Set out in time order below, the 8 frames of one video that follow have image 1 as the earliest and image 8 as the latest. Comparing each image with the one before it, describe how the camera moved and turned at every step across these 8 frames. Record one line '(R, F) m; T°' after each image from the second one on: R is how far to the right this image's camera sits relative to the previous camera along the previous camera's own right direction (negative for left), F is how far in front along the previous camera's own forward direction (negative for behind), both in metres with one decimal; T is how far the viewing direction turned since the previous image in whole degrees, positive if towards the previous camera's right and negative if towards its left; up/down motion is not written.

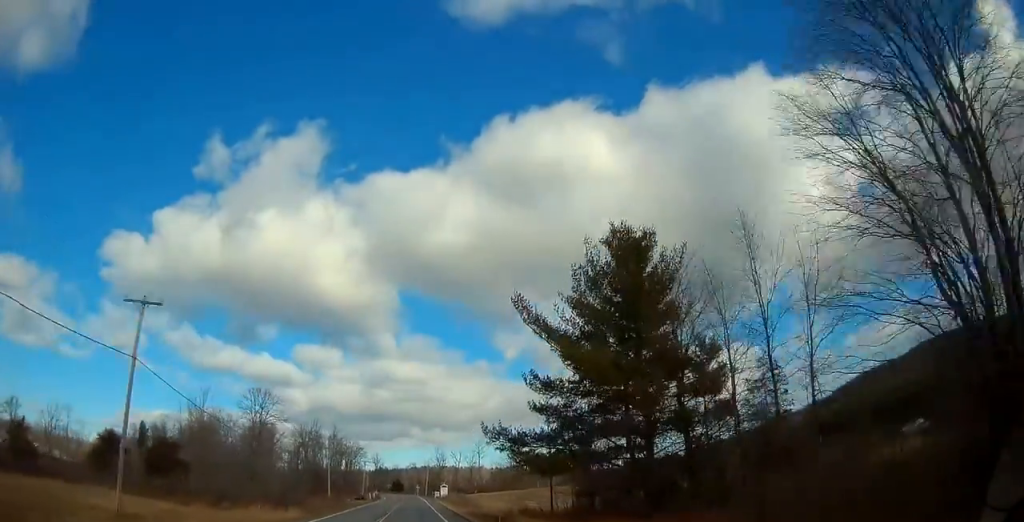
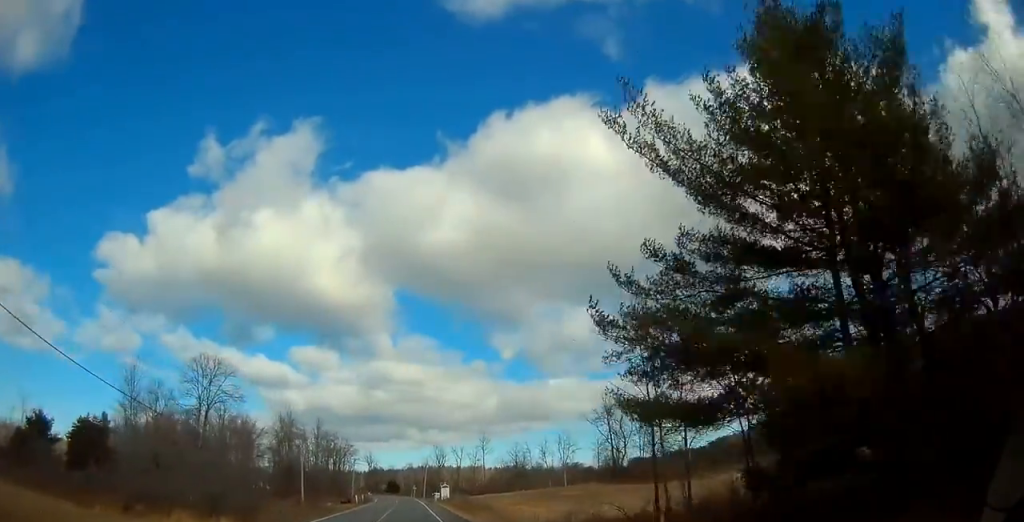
(+0.1, +20.1) m; 0°
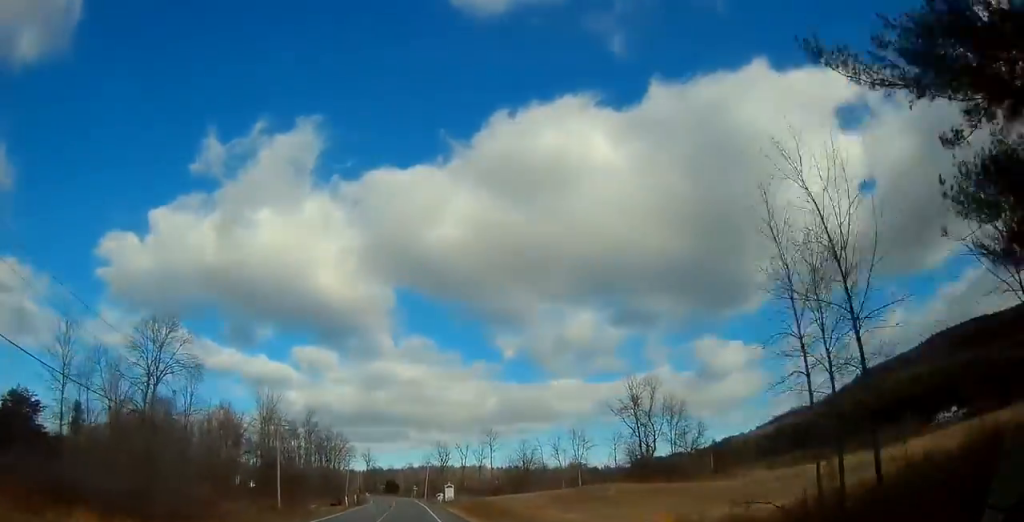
(+0.1, +13.4) m; 0°
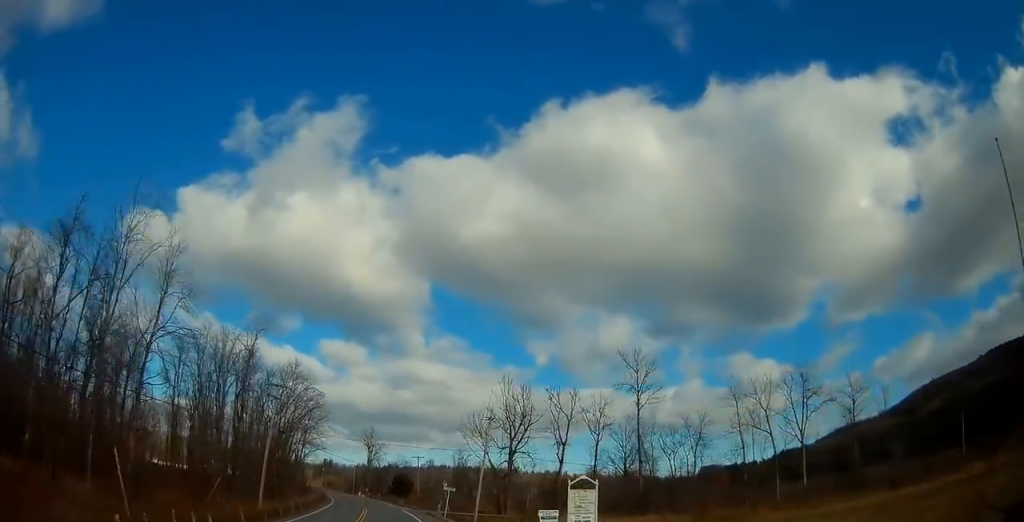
(-1.2, +83.0) m; -2°
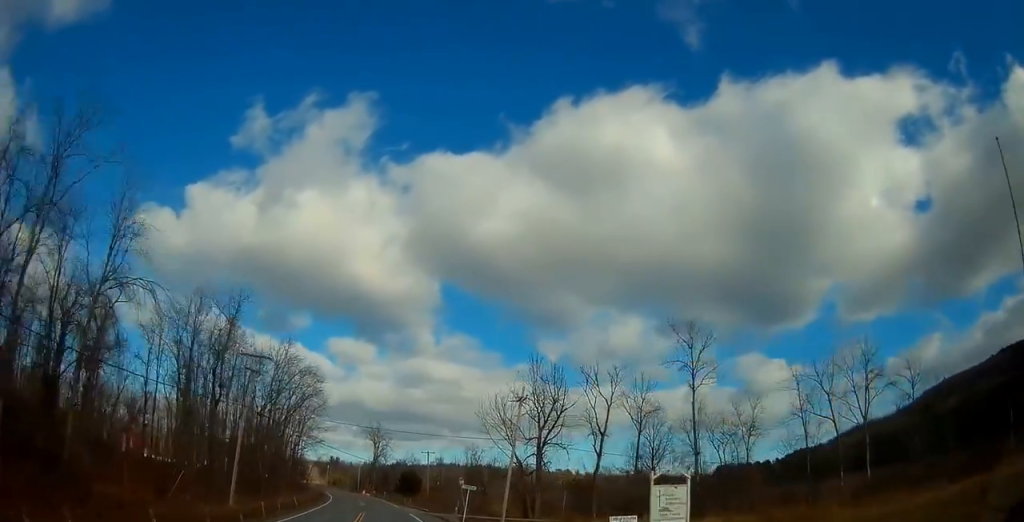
(0.0, +10.1) m; -1°
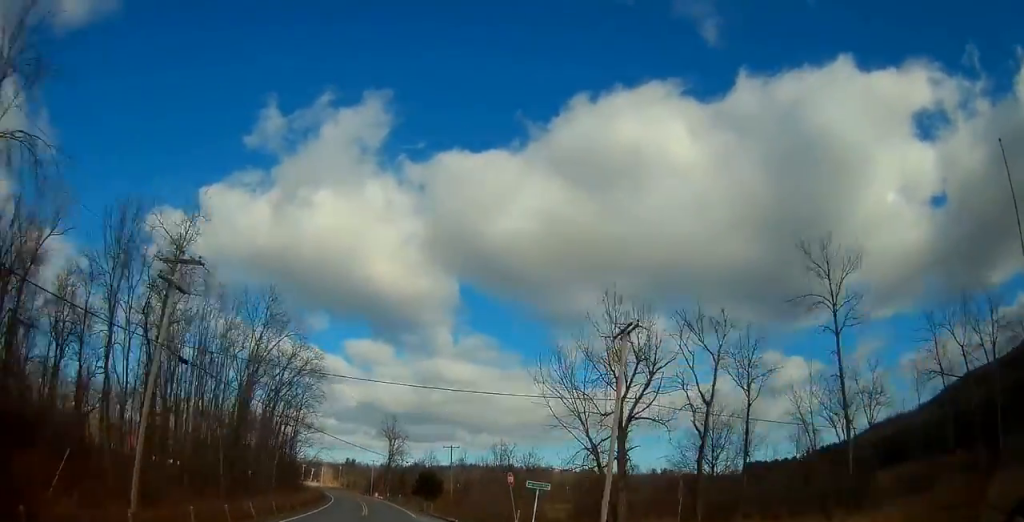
(-0.2, +16.8) m; -2°
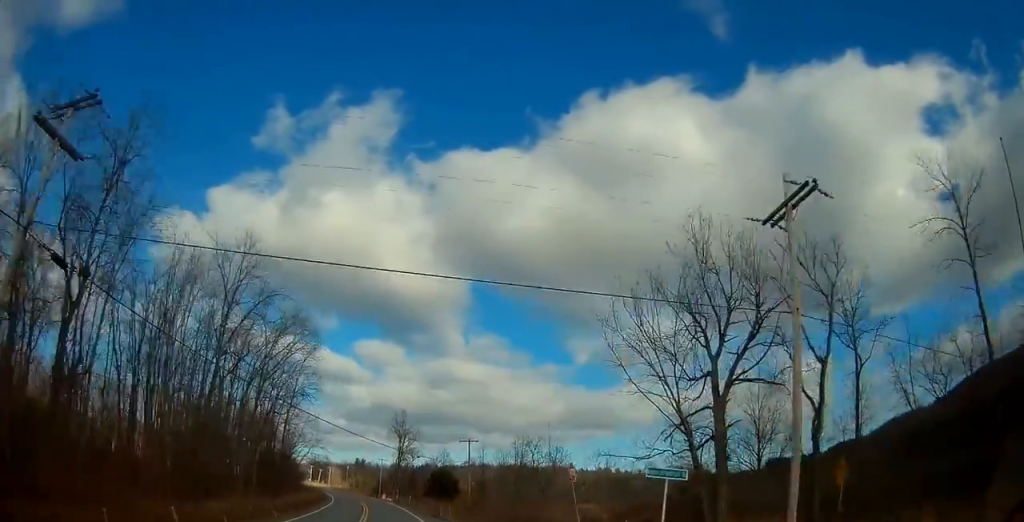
(0.0, +10.9) m; -1°
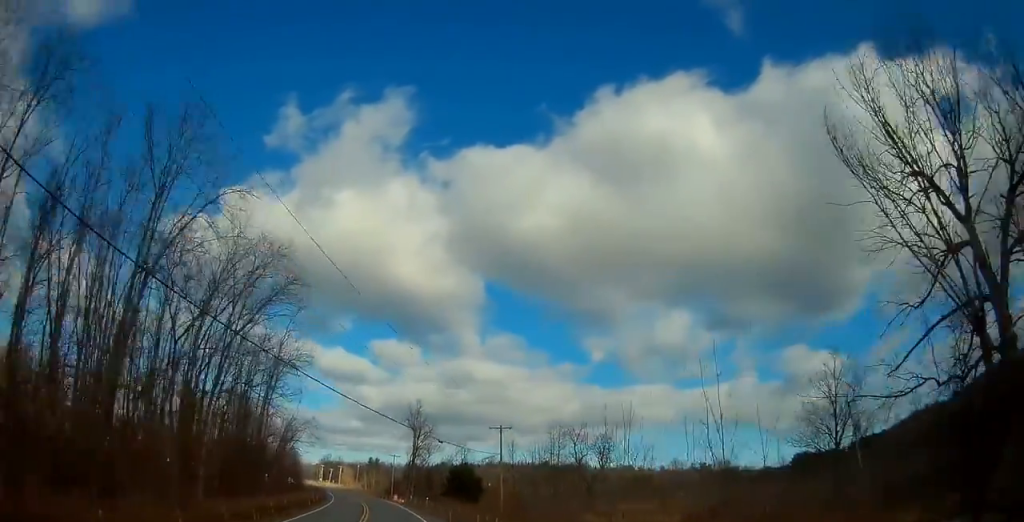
(-0.4, +15.1) m; -1°
